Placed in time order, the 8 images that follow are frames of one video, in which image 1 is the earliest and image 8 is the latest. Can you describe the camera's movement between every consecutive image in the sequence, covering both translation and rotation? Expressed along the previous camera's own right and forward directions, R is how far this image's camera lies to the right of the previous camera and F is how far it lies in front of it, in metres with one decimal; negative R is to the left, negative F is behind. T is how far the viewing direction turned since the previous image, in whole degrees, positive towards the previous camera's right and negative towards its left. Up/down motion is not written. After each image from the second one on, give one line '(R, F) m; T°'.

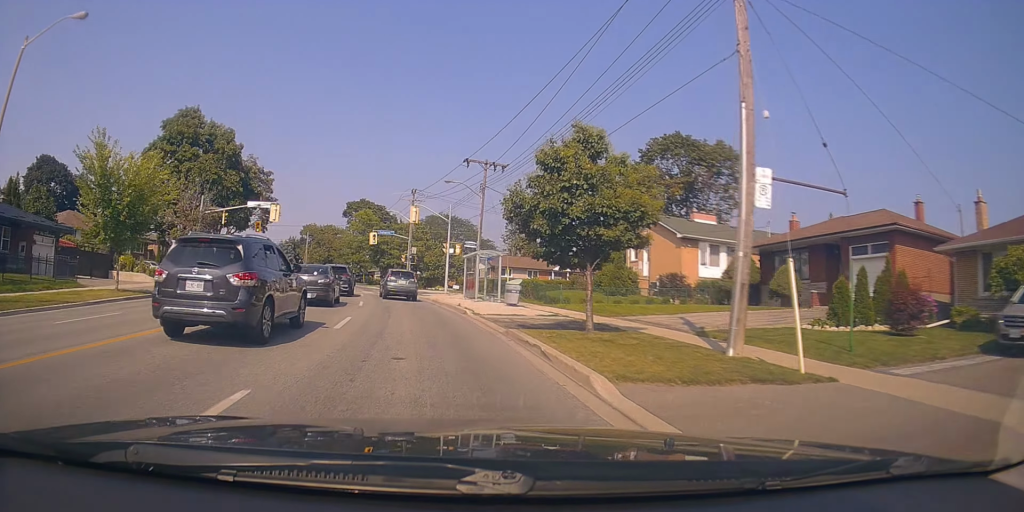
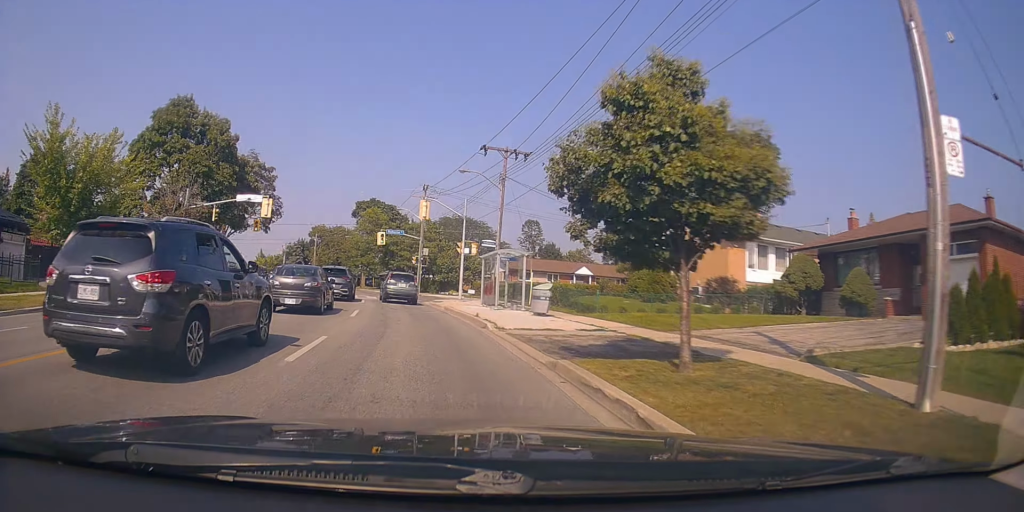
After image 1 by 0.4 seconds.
(-0.1, +4.6) m; -2°
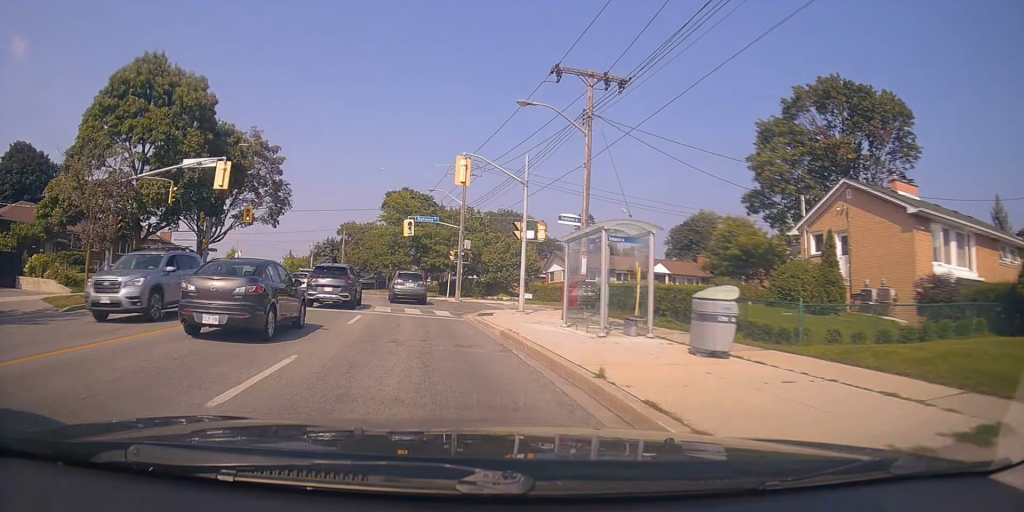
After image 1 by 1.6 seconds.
(-0.6, +12.2) m; -6°
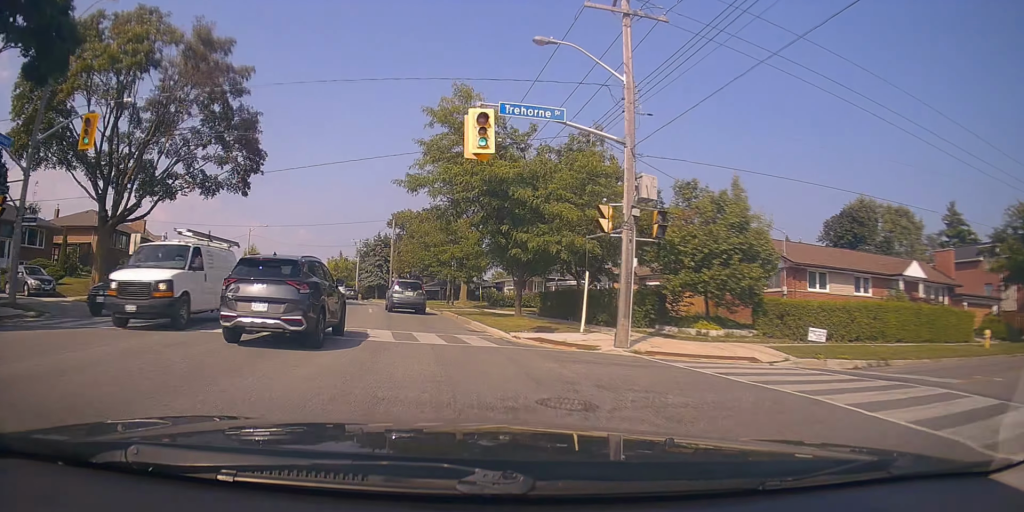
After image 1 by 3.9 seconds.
(-2.1, +26.5) m; -6°
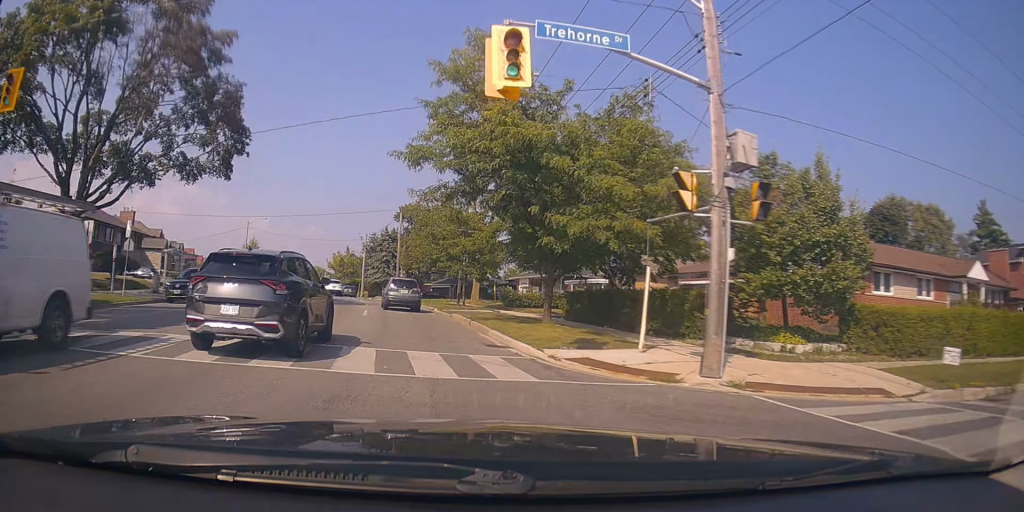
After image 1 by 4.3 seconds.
(0.0, +4.7) m; -1°
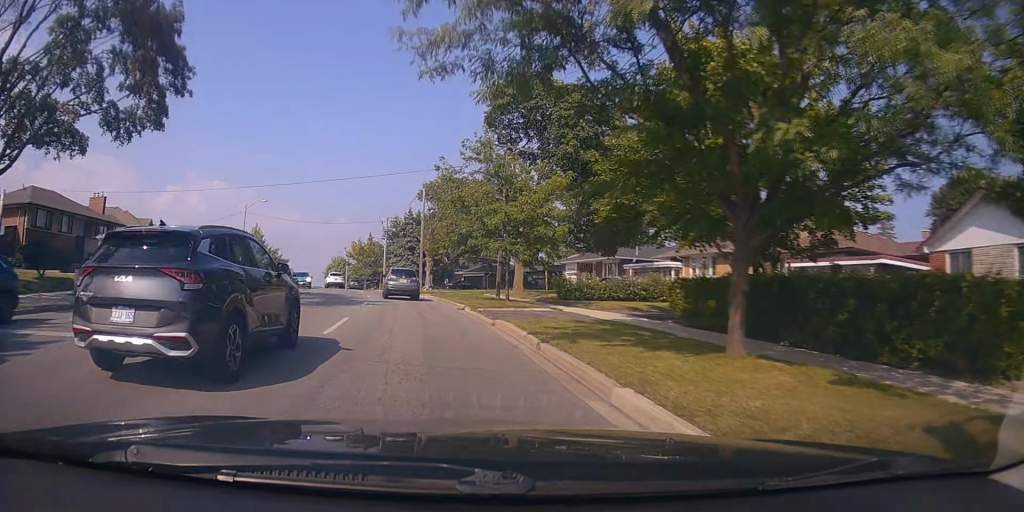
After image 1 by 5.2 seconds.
(+0.1, +10.6) m; -4°
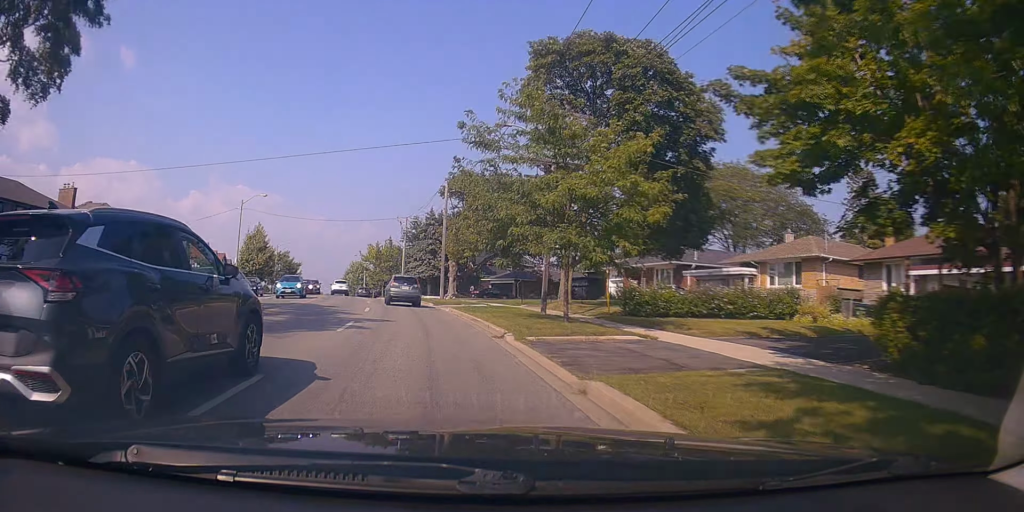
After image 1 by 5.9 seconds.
(-0.5, +8.1) m; -5°
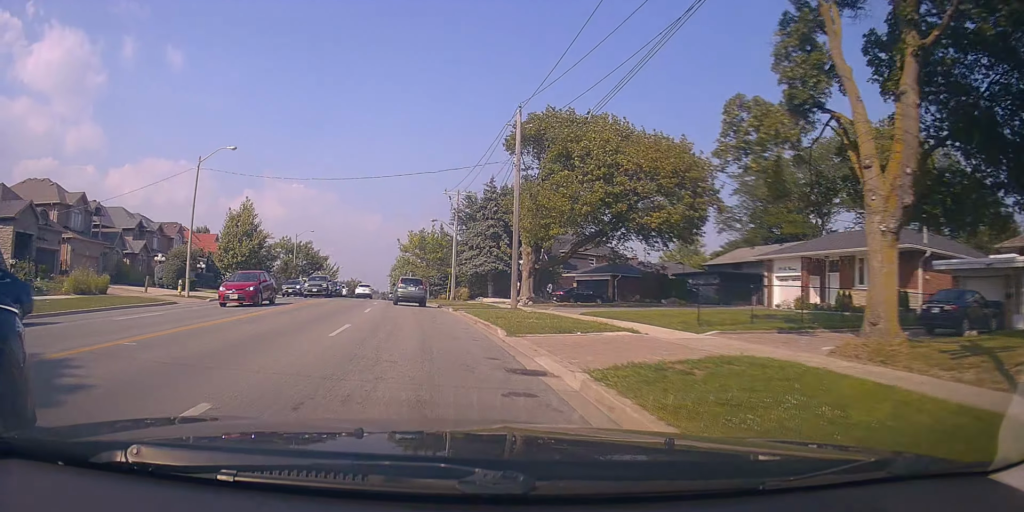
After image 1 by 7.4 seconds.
(-1.3, +20.6) m; -6°
